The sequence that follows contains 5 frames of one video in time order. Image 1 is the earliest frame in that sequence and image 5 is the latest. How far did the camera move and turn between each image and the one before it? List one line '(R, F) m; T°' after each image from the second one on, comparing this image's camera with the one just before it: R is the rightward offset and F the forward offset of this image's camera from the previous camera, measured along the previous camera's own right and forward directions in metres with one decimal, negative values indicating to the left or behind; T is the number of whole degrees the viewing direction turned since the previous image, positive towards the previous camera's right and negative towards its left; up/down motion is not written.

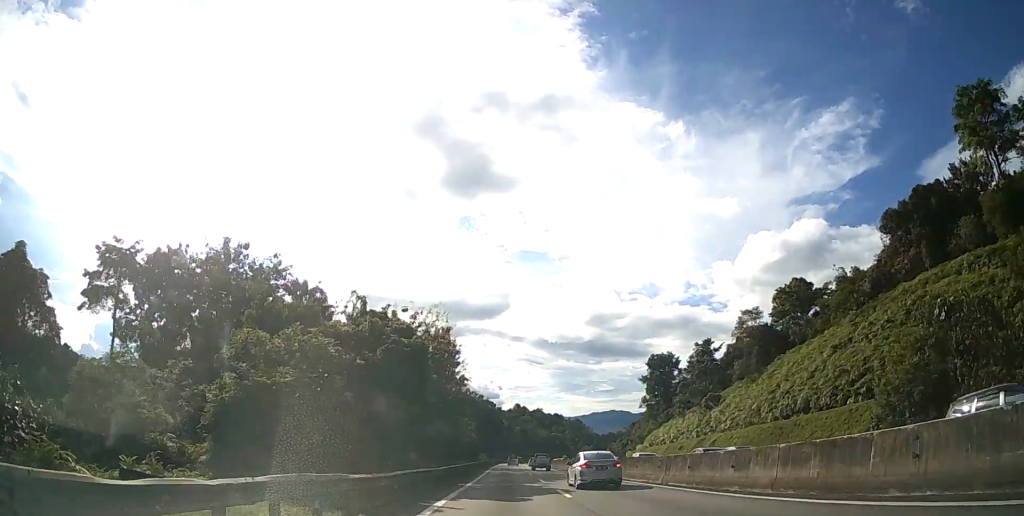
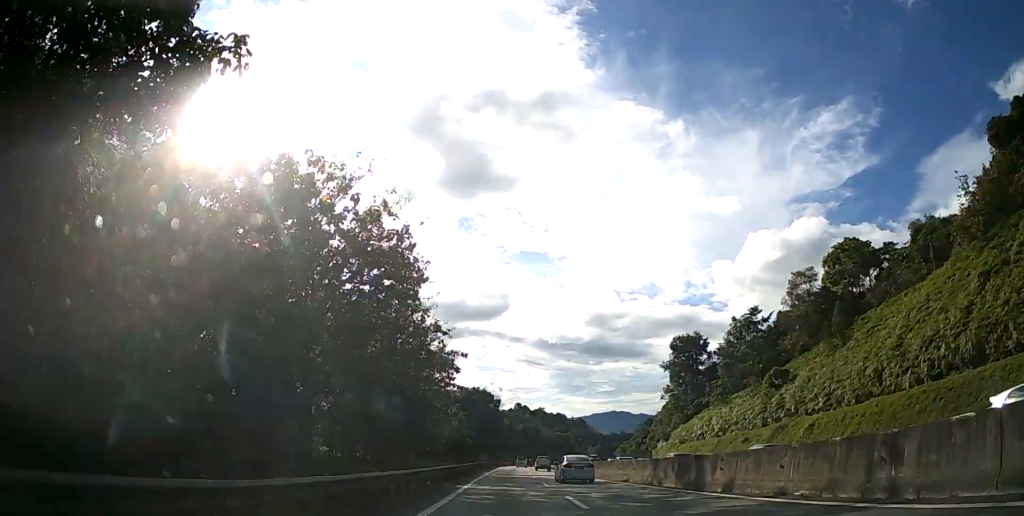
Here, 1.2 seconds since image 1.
(0.0, +27.5) m; 0°
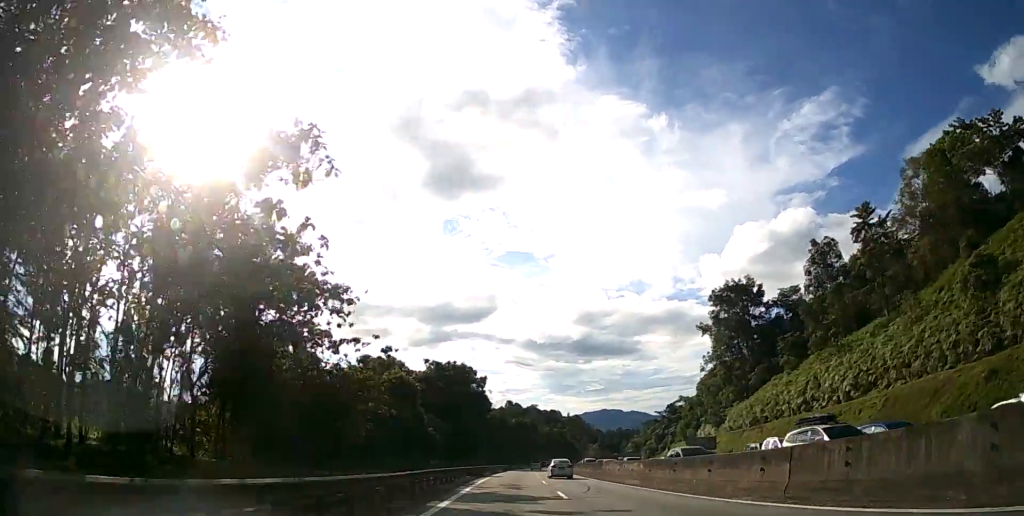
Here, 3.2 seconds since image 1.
(+0.1, +43.5) m; 0°
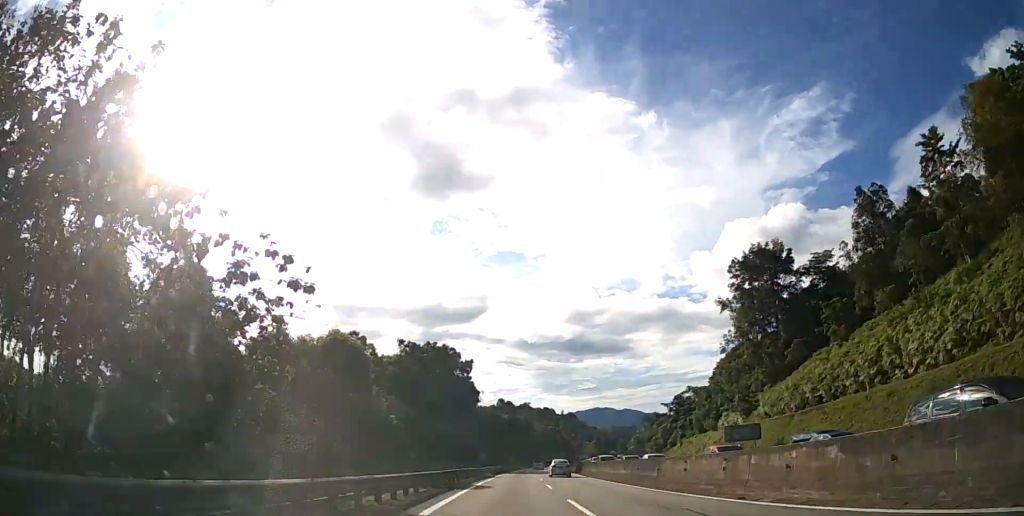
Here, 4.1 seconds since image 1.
(0.0, +17.9) m; 0°
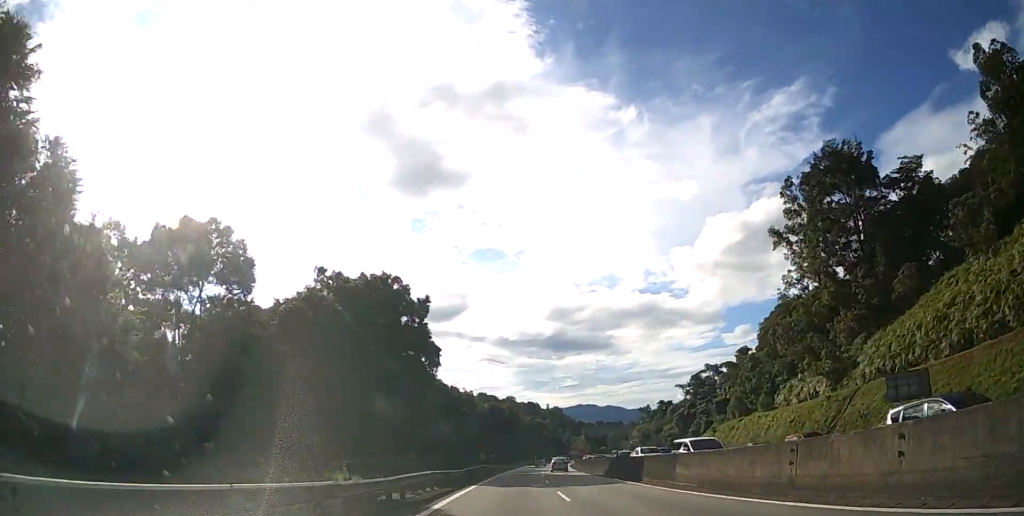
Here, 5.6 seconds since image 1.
(+0.3, +33.0) m; +1°
